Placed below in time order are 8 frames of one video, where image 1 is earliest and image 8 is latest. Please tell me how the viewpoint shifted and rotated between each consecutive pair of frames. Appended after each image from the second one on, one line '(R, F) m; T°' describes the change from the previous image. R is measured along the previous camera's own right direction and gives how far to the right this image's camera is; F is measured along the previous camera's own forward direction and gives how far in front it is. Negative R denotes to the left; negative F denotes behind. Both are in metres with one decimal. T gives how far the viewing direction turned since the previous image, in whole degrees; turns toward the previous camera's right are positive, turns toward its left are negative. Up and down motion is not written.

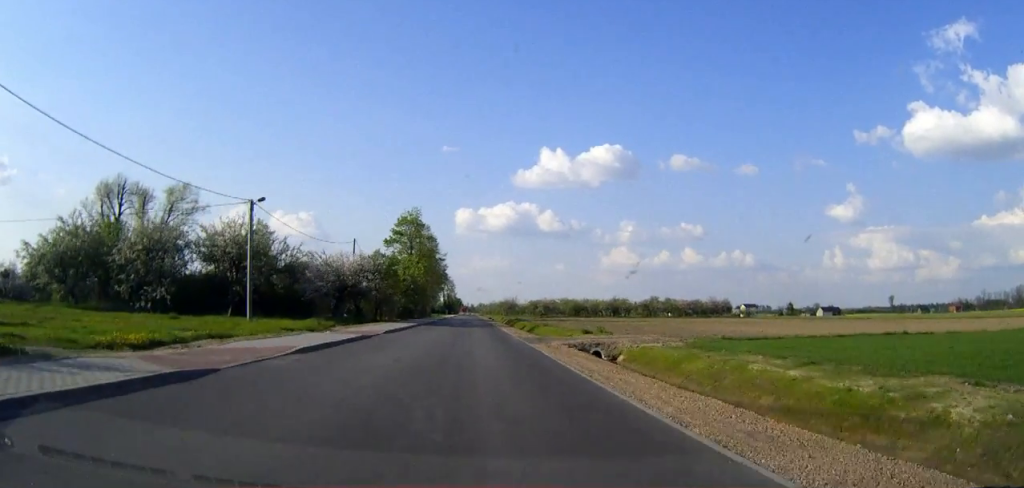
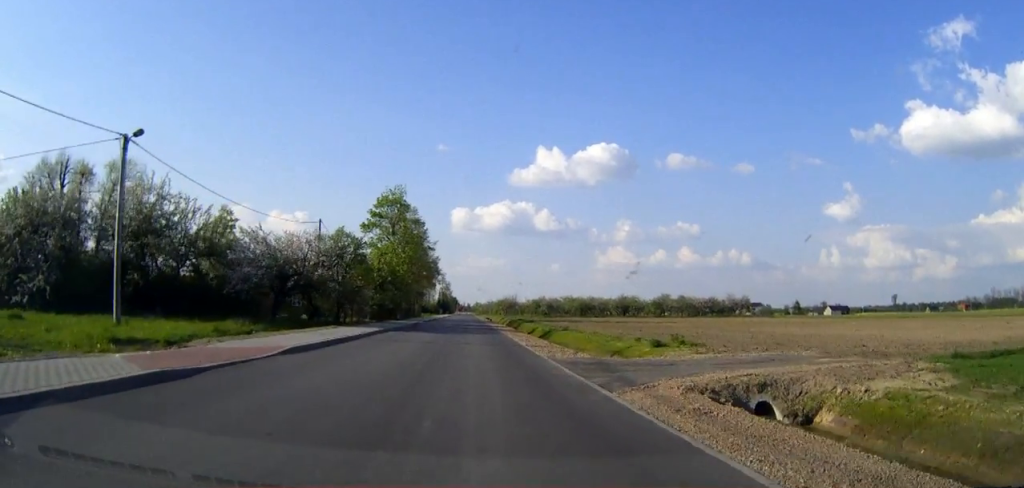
(0.0, +18.7) m; 0°
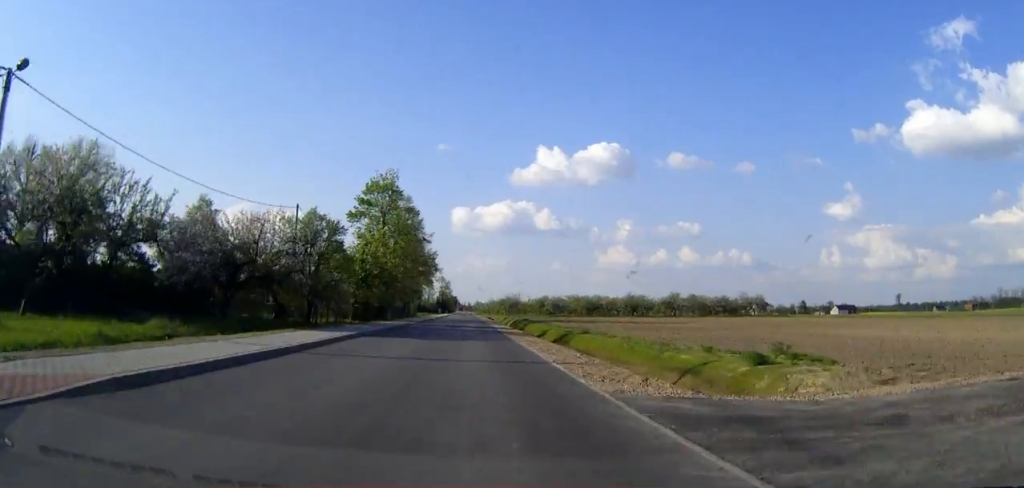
(0.0, +10.0) m; 0°
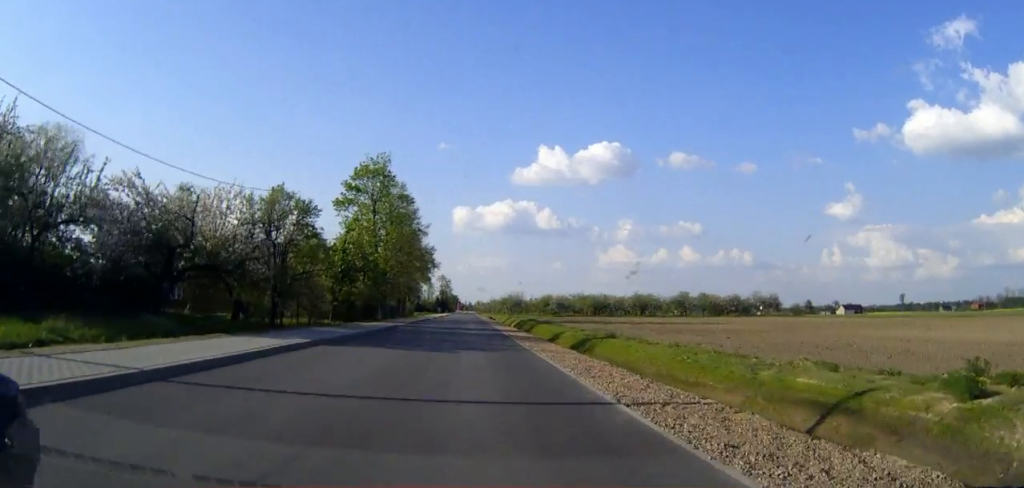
(0.0, +8.4) m; 0°
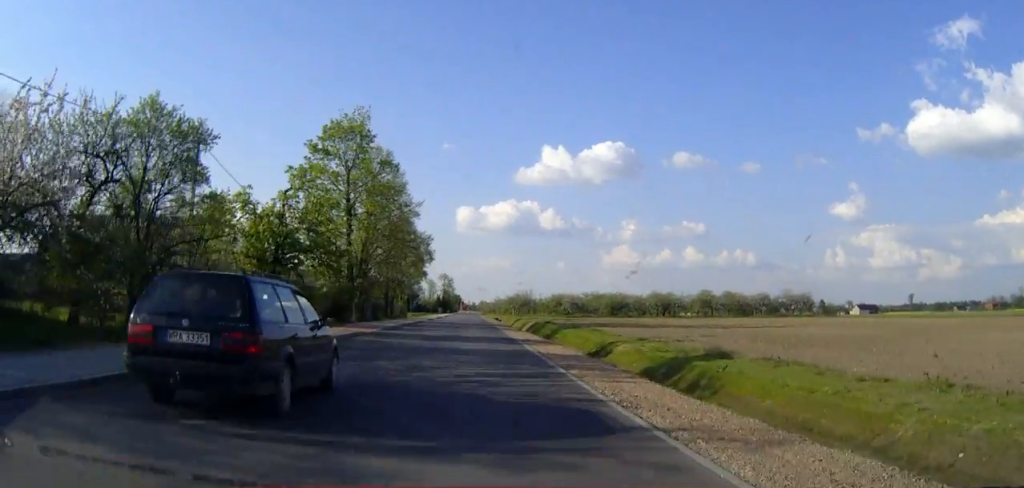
(0.0, +16.8) m; 0°
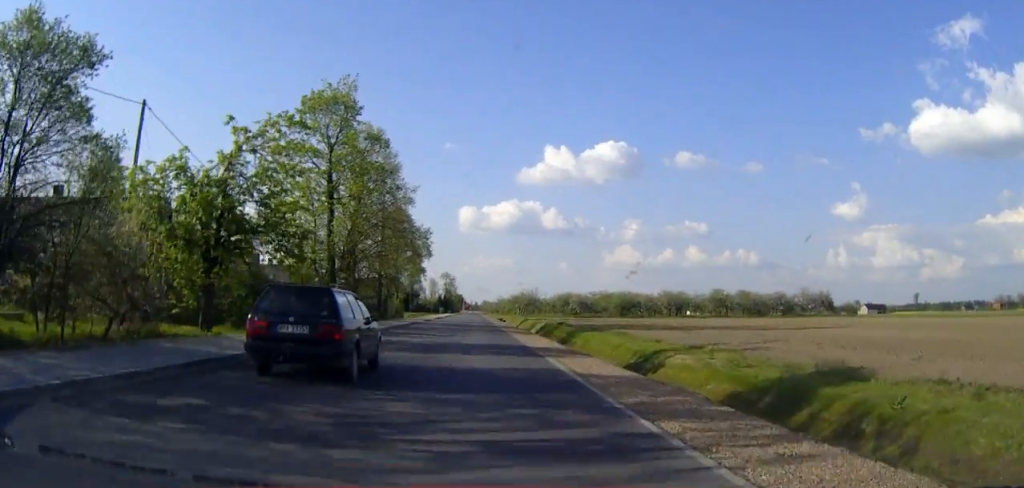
(0.0, +8.0) m; 0°
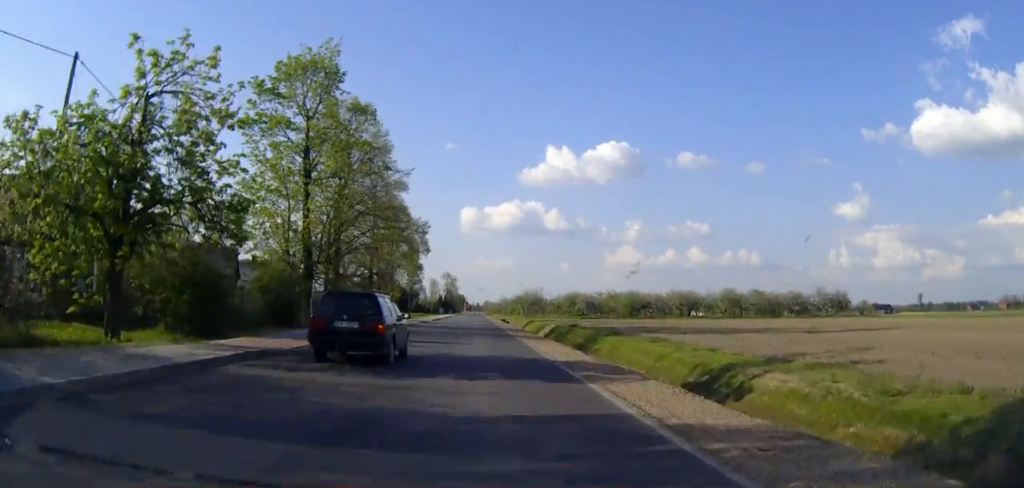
(0.0, +7.1) m; 0°
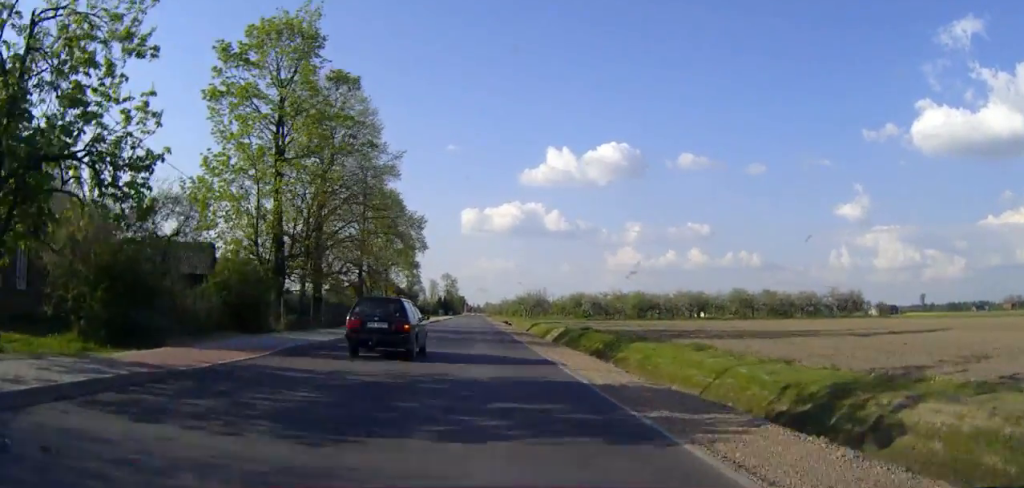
(0.0, +6.0) m; 0°
